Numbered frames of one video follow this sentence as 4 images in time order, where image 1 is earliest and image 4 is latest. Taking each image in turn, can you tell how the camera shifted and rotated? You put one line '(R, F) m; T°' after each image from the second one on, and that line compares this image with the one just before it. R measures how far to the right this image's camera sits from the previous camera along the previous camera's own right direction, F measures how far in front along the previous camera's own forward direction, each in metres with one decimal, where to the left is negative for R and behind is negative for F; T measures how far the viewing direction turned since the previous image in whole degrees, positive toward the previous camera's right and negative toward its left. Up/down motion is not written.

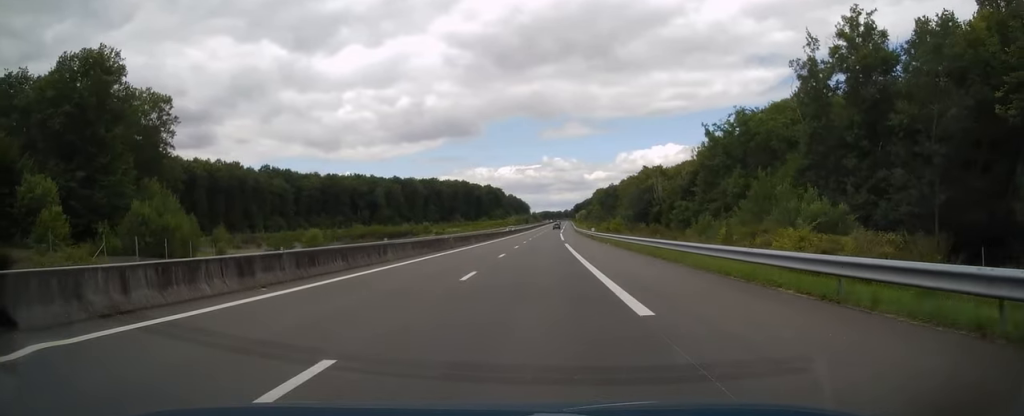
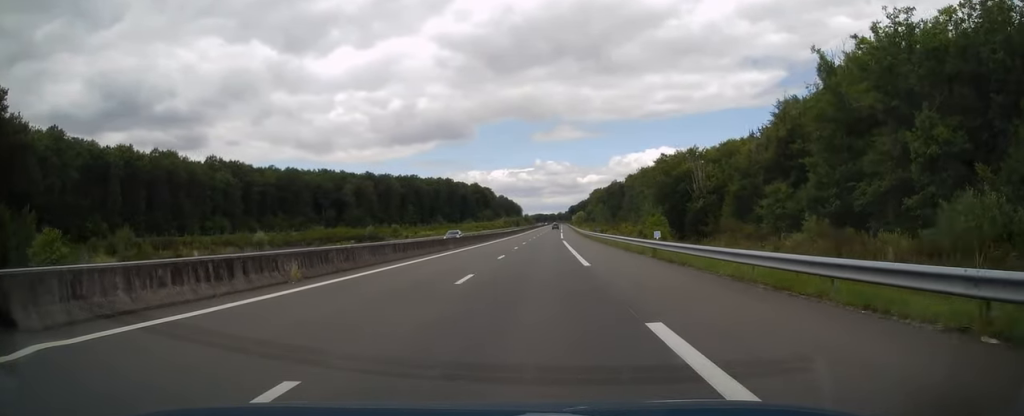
(+0.1, +39.9) m; 0°
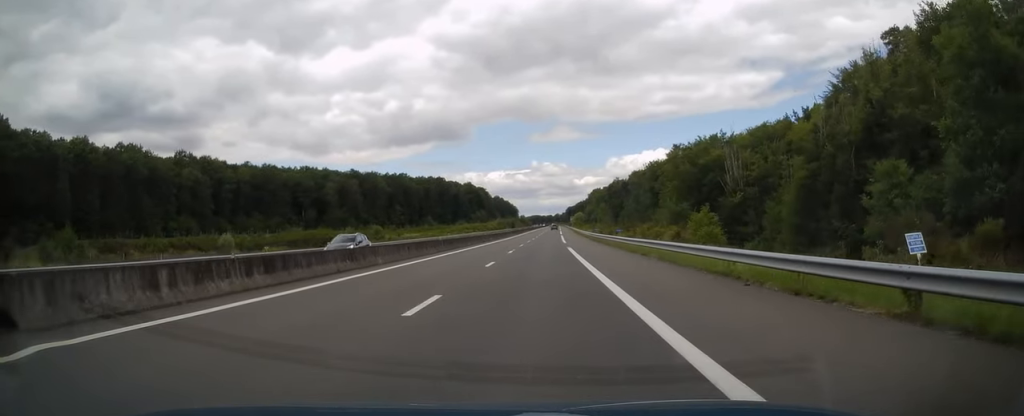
(0.0, +18.7) m; 0°
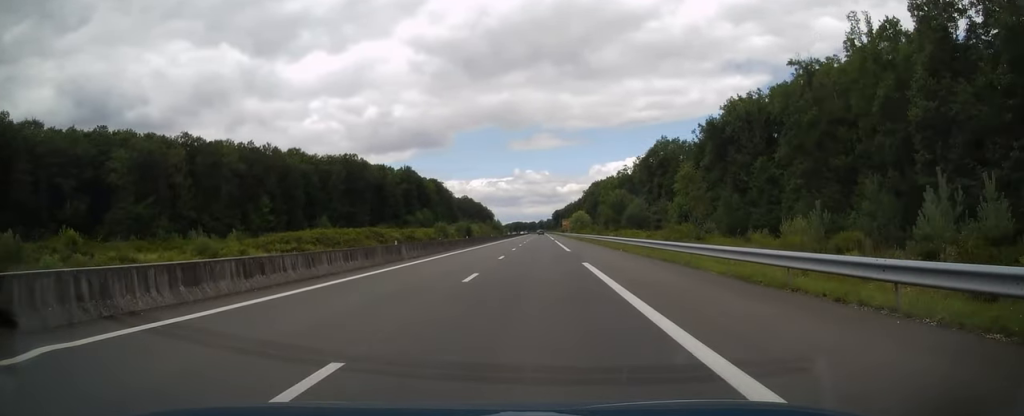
(+1.6, +122.9) m; +1°
